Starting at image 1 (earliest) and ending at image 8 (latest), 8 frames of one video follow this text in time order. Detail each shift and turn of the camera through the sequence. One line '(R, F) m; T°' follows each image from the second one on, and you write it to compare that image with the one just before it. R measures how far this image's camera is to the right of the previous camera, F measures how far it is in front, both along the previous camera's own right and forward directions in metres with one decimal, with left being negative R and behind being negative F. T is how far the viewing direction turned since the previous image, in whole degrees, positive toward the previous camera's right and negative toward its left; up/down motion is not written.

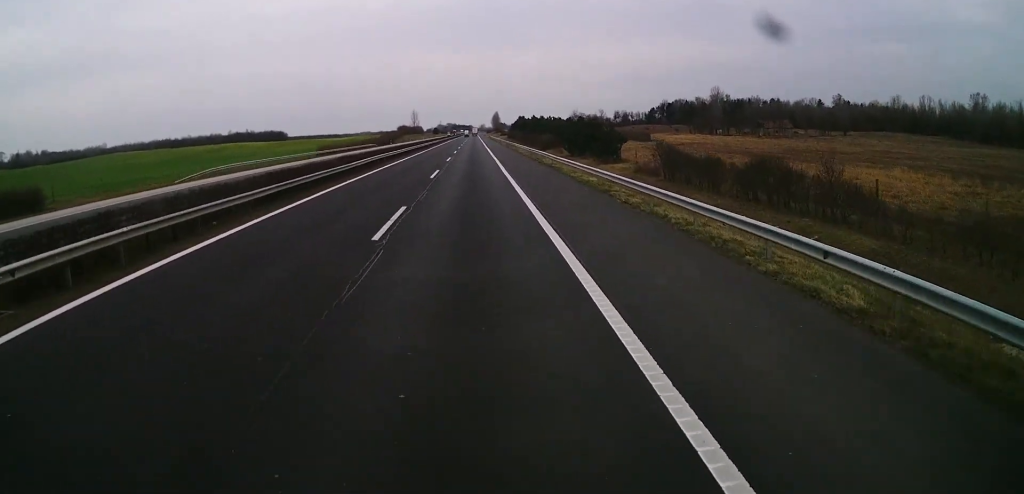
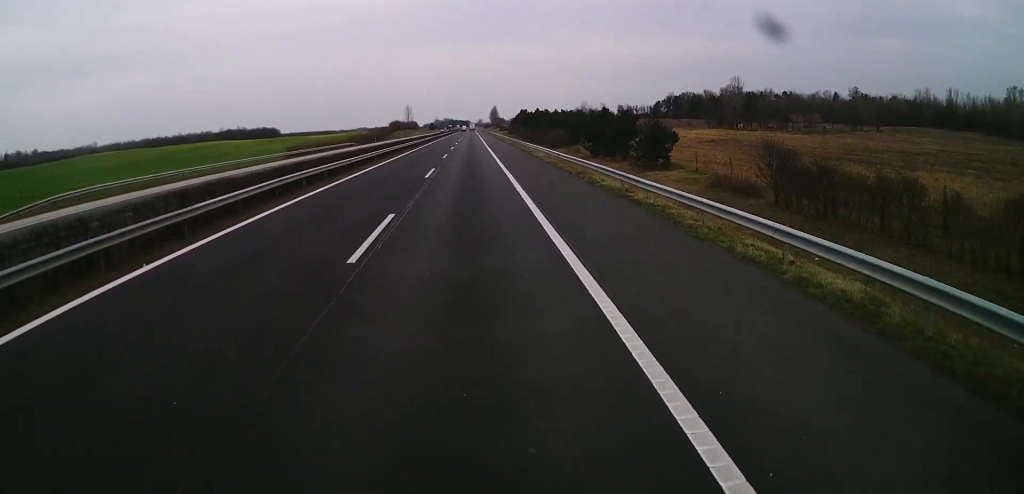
(0.0, +20.7) m; 0°
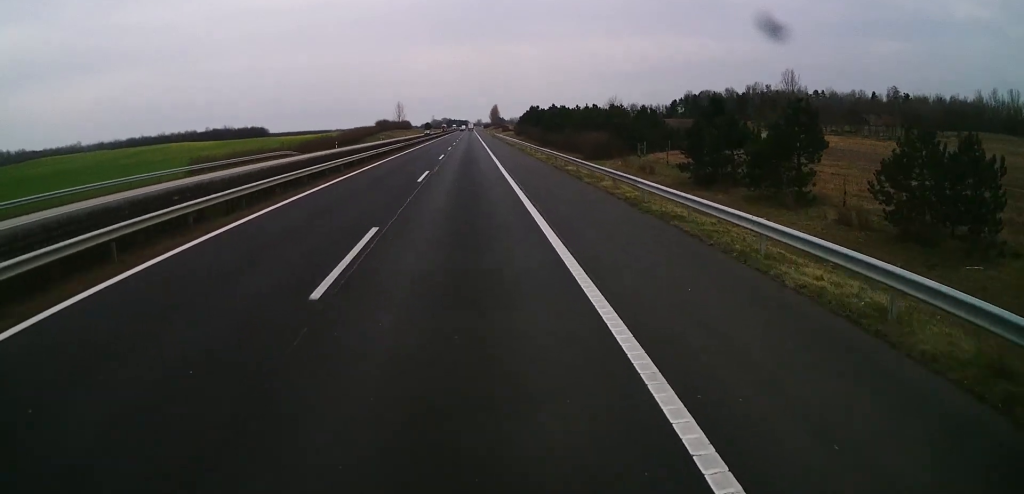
(0.0, +39.1) m; +1°
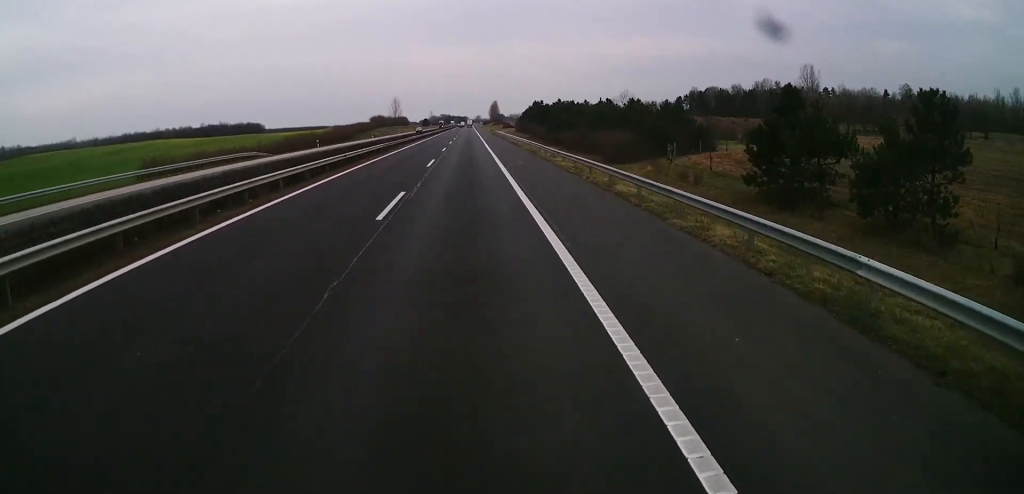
(+0.2, +11.6) m; 0°
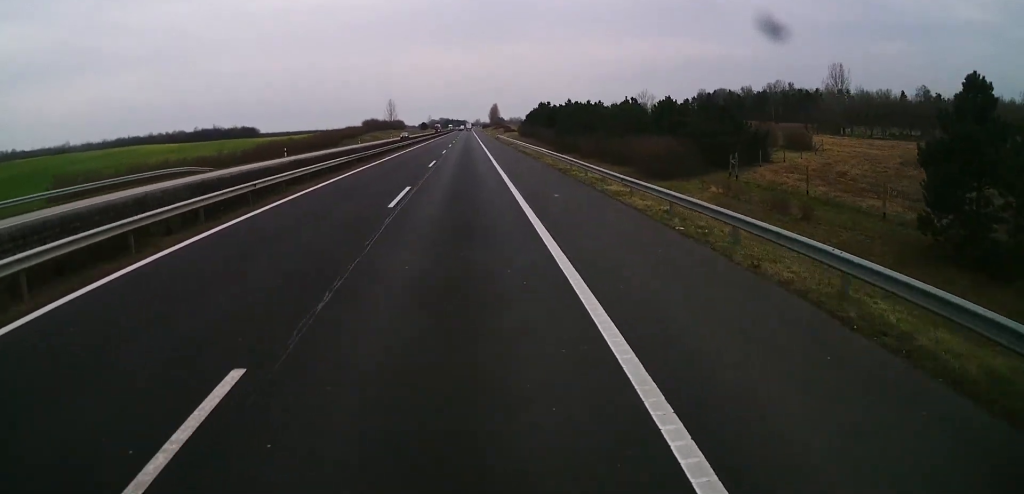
(+0.1, +15.4) m; 0°
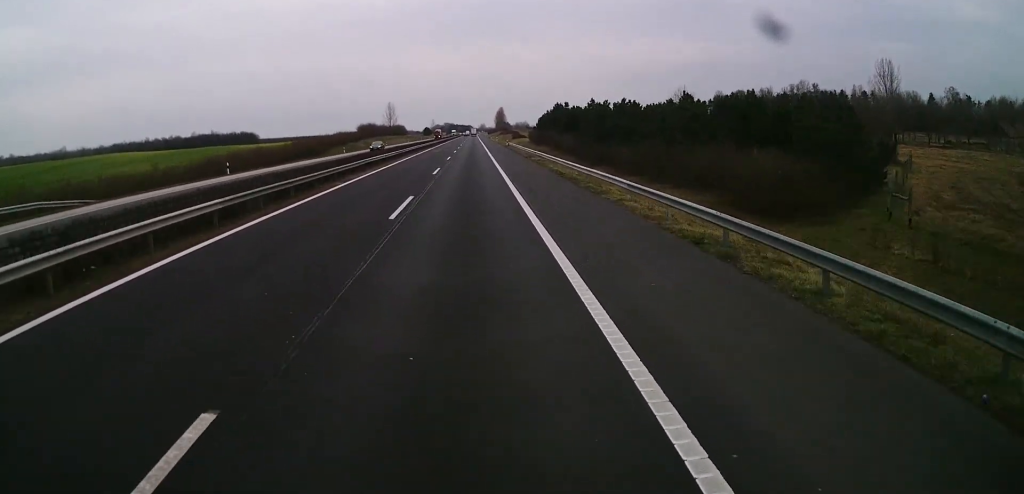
(-0.2, +19.2) m; -1°
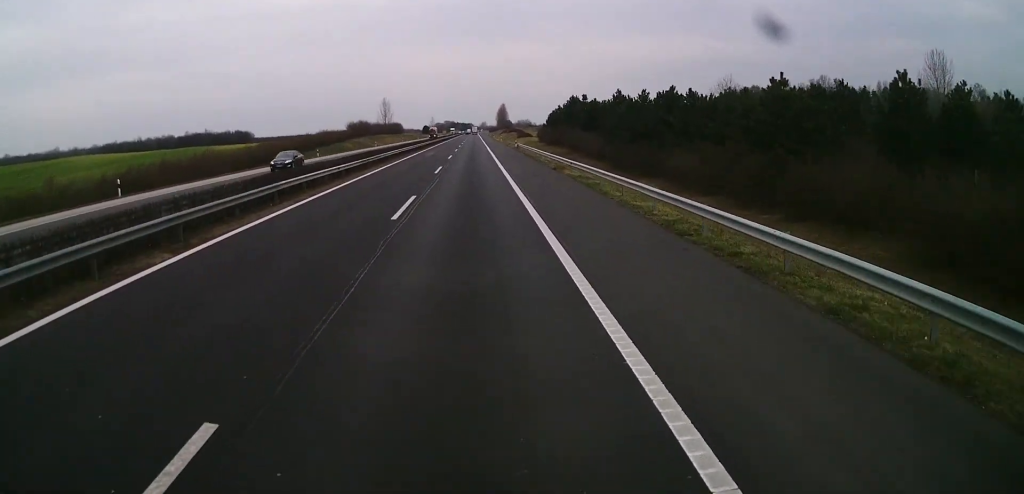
(0.0, +18.4) m; 0°
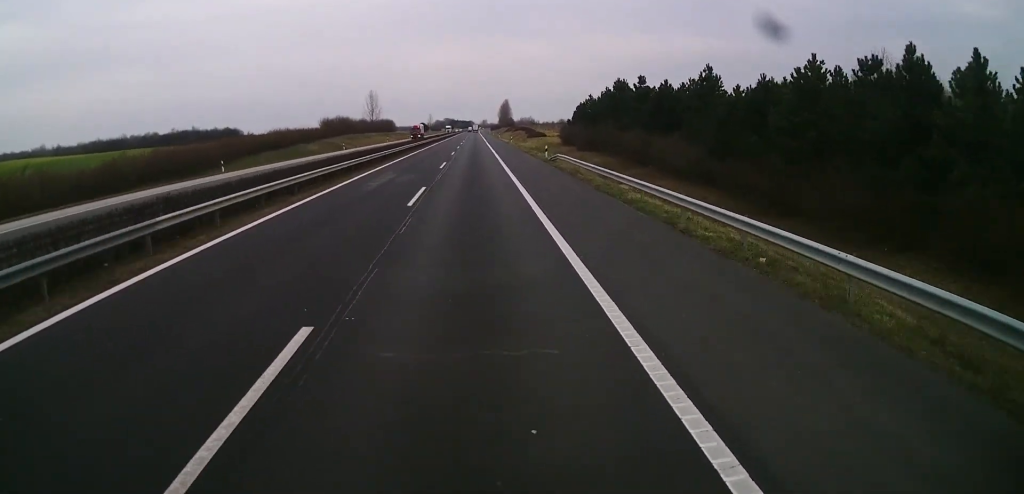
(0.0, +33.7) m; 0°
